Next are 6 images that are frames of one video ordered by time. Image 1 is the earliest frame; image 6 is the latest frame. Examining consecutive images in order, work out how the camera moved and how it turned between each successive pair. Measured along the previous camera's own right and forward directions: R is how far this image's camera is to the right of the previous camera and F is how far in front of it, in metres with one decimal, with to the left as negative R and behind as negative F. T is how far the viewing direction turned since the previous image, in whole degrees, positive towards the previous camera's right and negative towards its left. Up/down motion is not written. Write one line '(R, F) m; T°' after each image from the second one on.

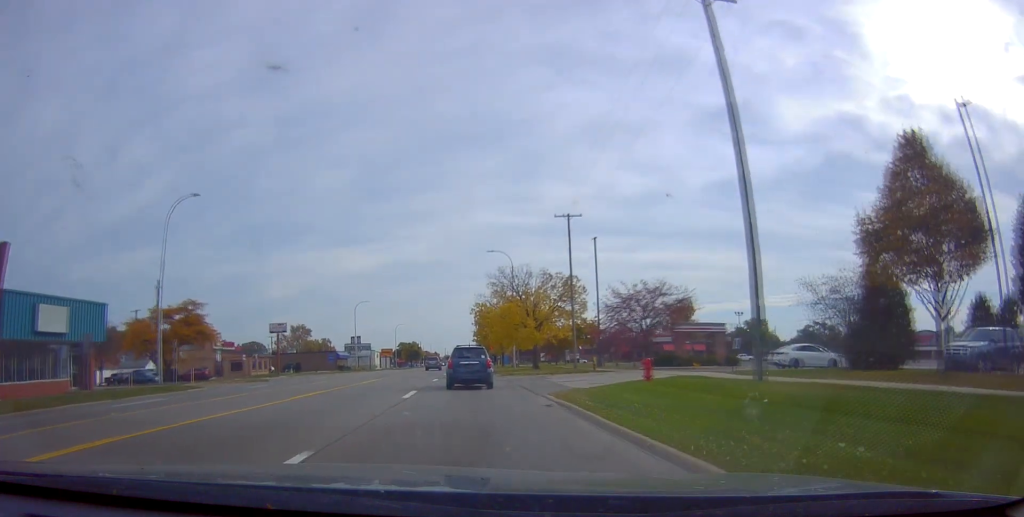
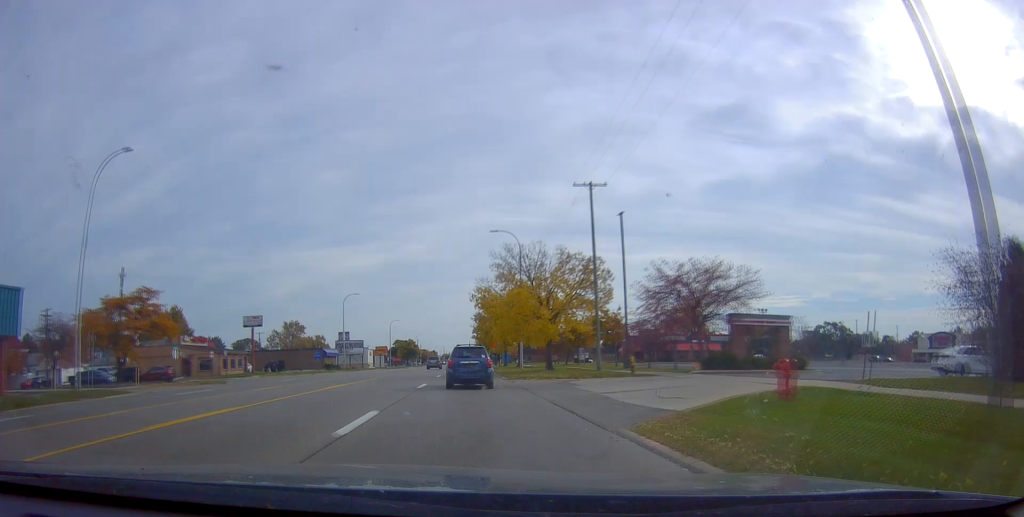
(0.0, +9.3) m; 0°
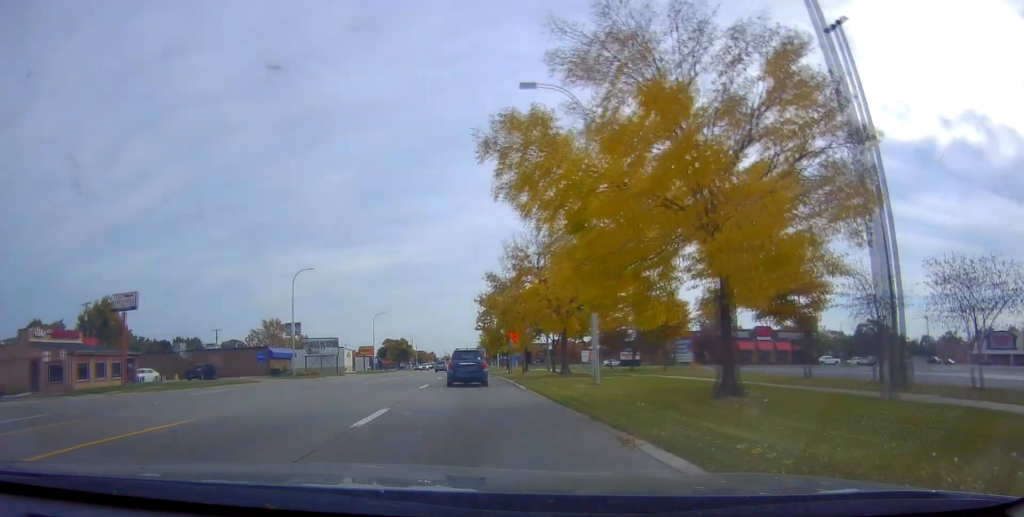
(0.0, +29.2) m; -3°
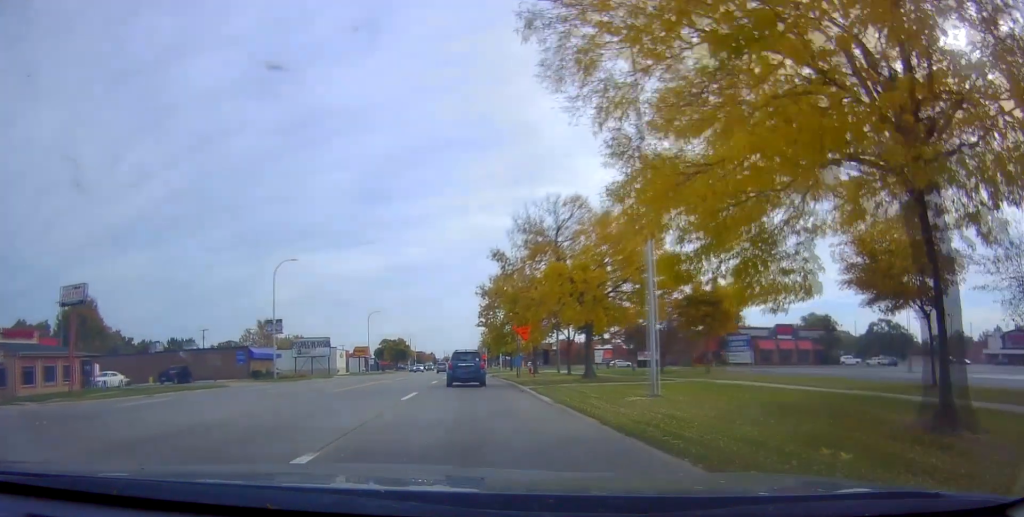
(-0.3, +6.9) m; 0°
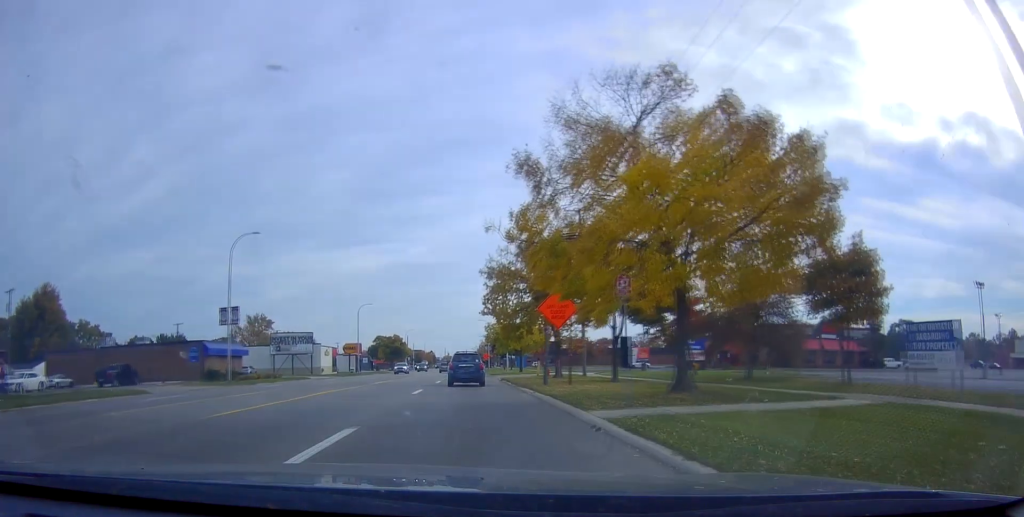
(+0.2, +12.1) m; +2°
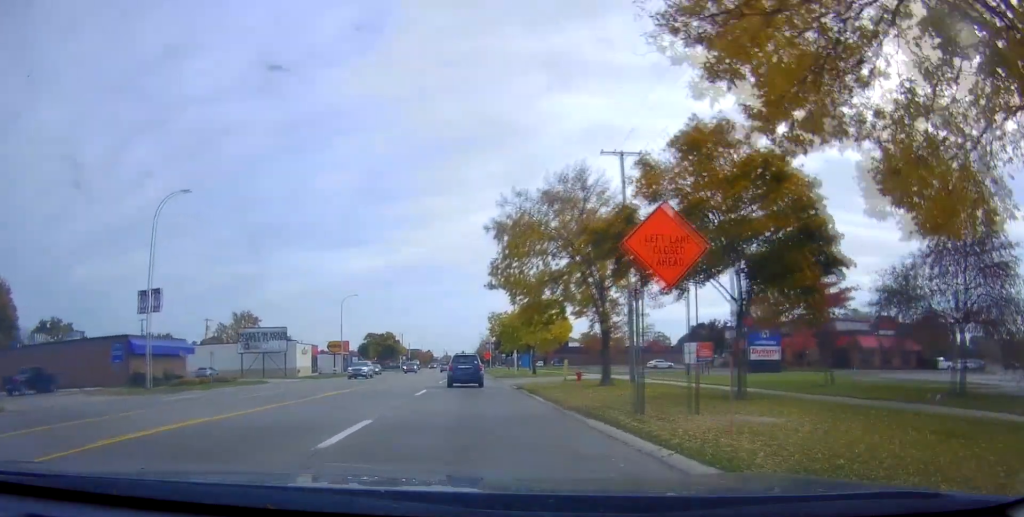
(+0.2, +13.4) m; +1°
